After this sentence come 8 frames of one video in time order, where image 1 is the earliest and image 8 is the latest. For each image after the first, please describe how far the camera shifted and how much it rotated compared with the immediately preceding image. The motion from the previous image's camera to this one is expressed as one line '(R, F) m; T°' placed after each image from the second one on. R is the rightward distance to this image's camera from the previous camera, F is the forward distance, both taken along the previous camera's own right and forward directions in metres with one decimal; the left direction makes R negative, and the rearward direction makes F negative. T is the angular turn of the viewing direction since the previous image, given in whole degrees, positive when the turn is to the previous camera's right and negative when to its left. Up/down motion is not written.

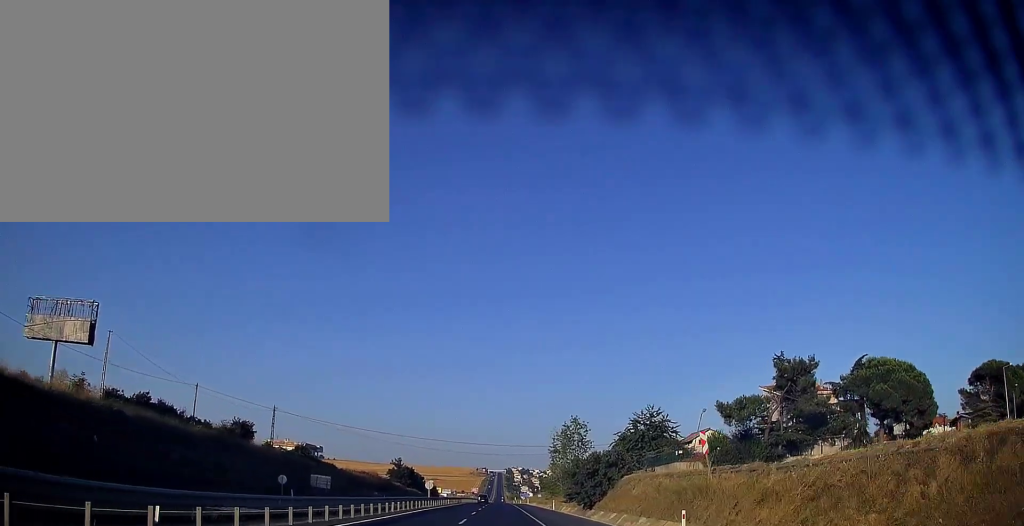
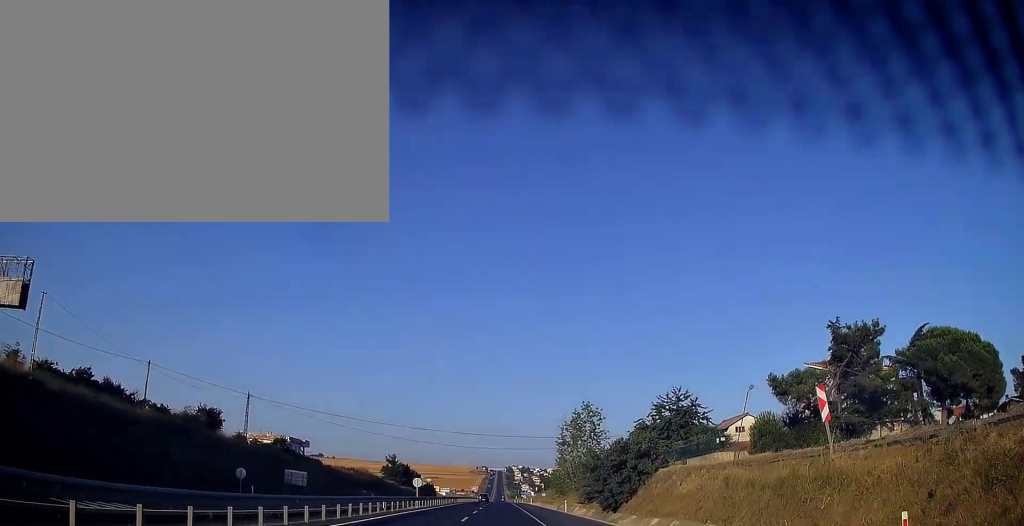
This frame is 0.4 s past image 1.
(0.0, +10.5) m; 0°
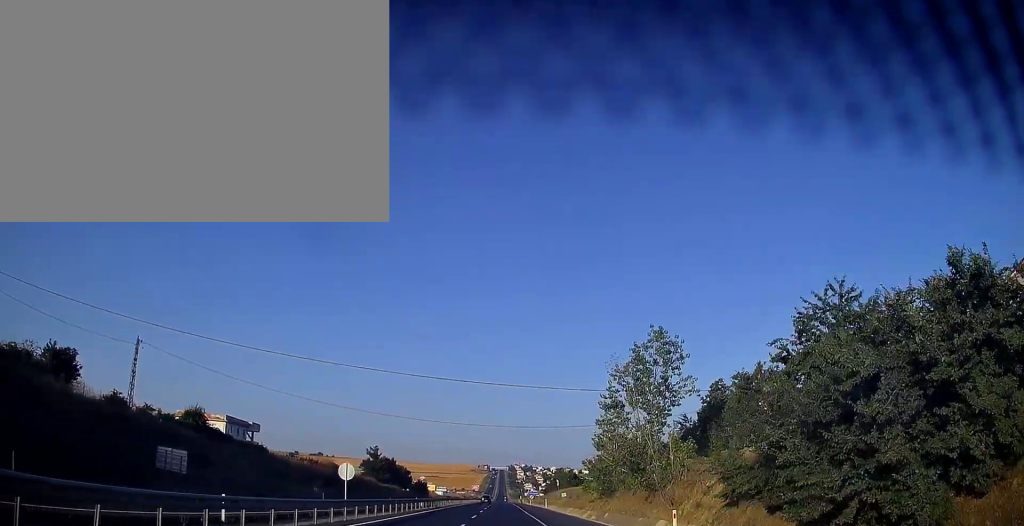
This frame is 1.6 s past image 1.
(0.0, +29.6) m; 0°
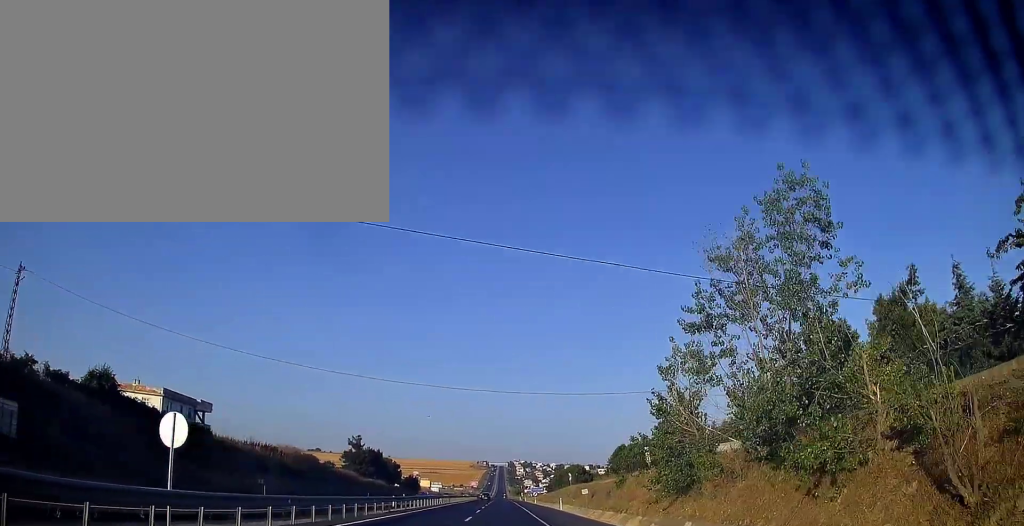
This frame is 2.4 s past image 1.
(-0.1, +18.4) m; -1°
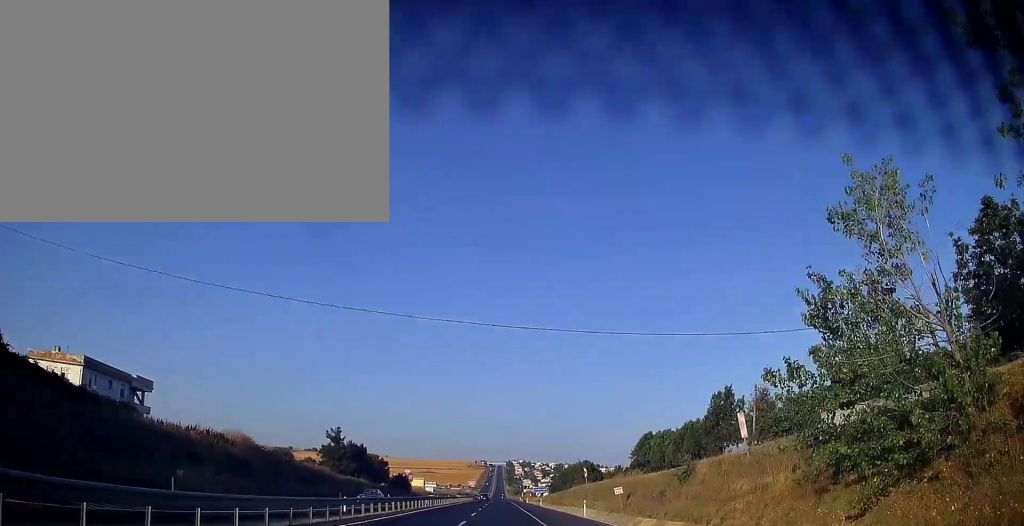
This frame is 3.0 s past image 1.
(-0.1, +15.4) m; 0°
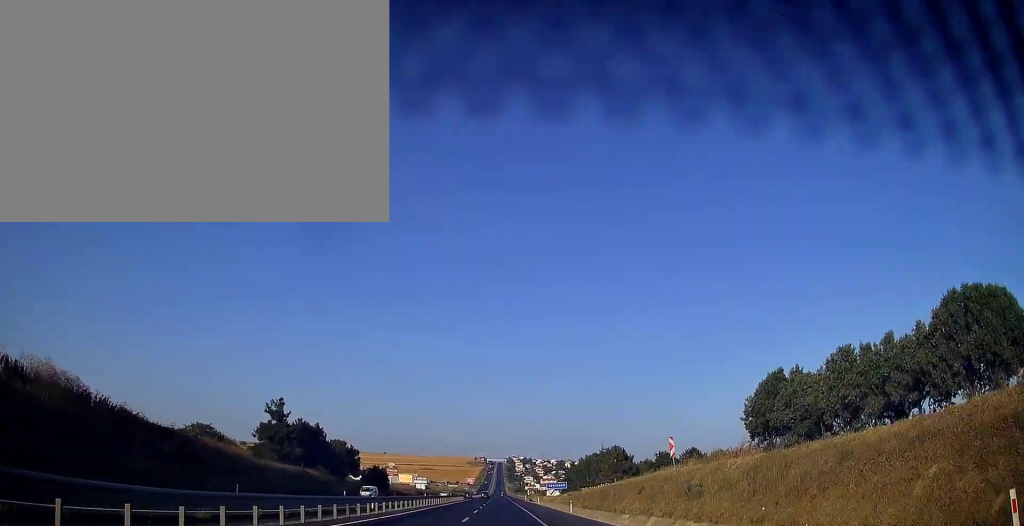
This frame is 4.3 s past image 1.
(+0.2, +33.6) m; +1°
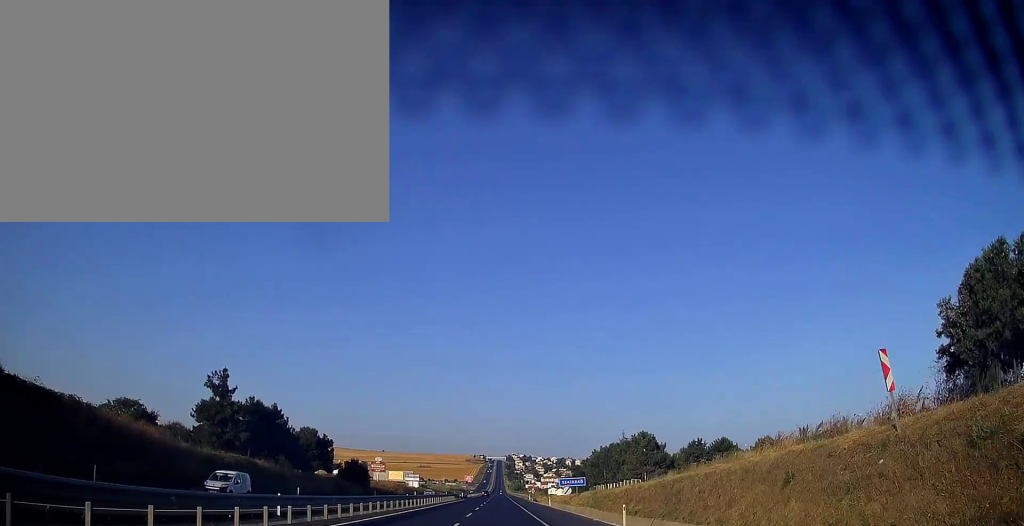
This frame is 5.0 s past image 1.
(+0.1, +18.5) m; 0°
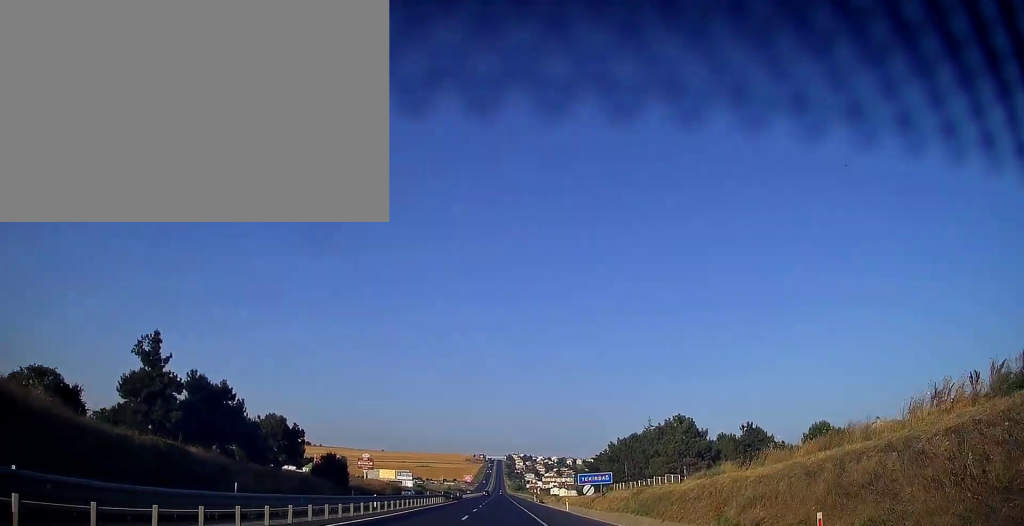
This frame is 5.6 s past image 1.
(0.0, +16.9) m; 0°
